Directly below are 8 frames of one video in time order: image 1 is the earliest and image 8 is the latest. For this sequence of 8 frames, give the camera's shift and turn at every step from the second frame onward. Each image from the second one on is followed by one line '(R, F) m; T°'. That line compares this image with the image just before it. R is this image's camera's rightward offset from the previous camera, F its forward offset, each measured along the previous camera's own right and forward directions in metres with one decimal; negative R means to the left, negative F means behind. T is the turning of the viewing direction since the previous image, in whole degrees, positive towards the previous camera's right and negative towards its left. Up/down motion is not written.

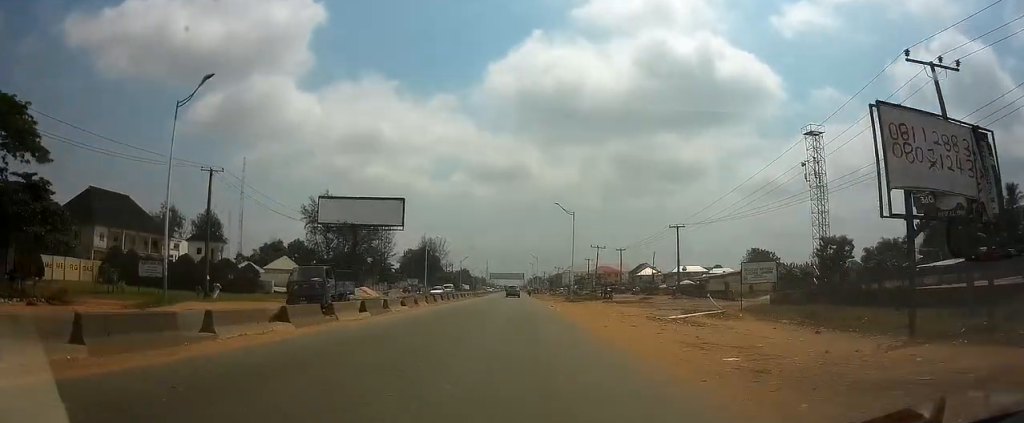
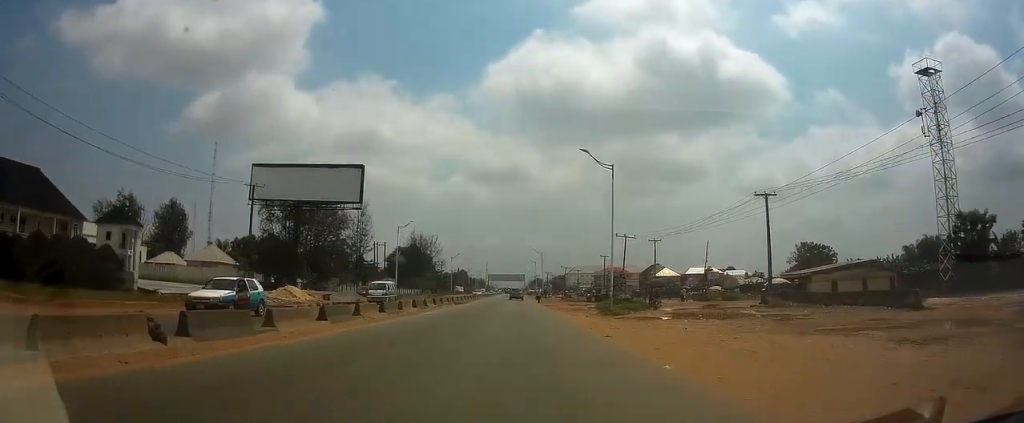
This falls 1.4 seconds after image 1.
(0.0, +25.9) m; 0°
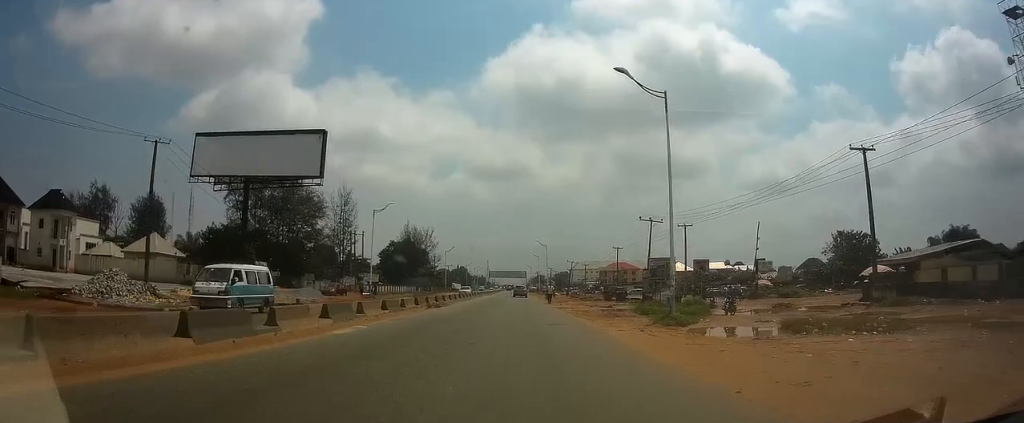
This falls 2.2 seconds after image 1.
(0.0, +14.7) m; 0°
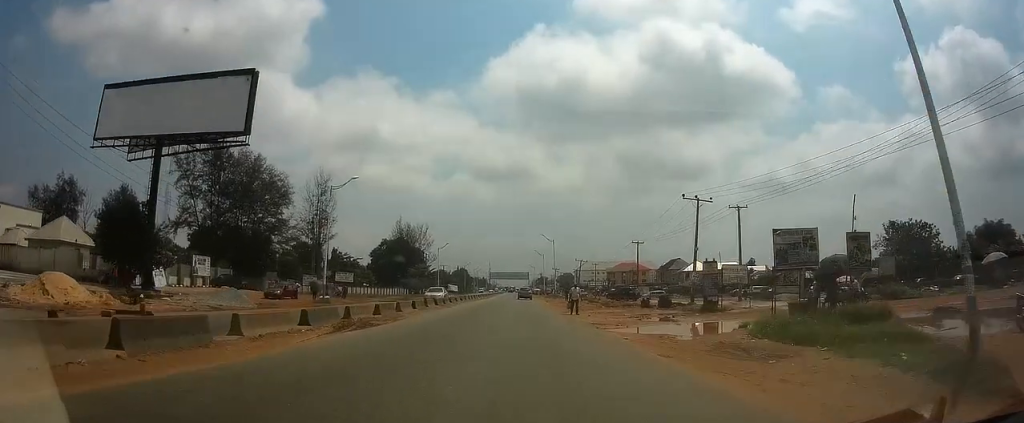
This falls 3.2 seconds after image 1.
(-0.1, +17.1) m; 0°
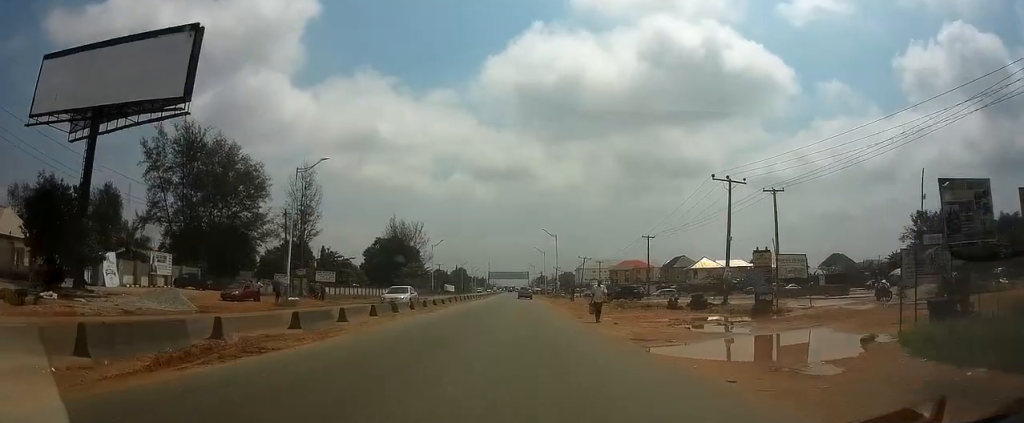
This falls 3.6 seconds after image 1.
(0.0, +8.2) m; 0°
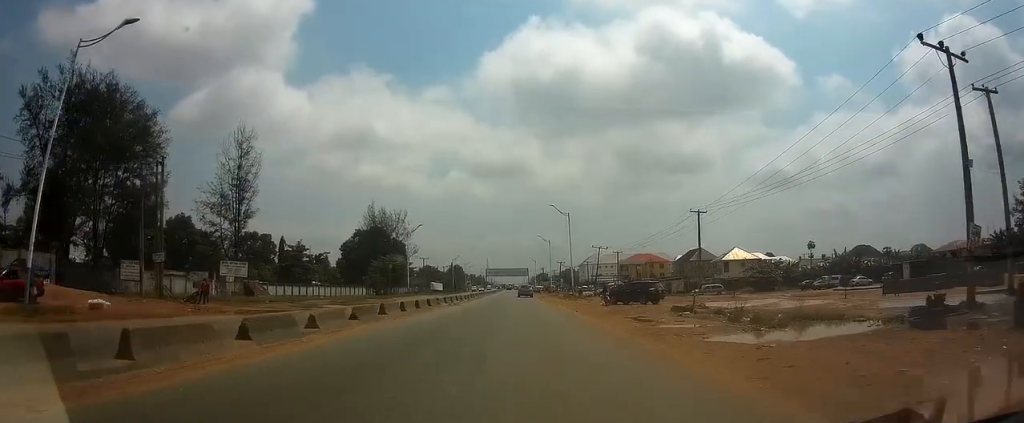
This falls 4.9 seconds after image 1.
(+0.1, +24.5) m; 0°
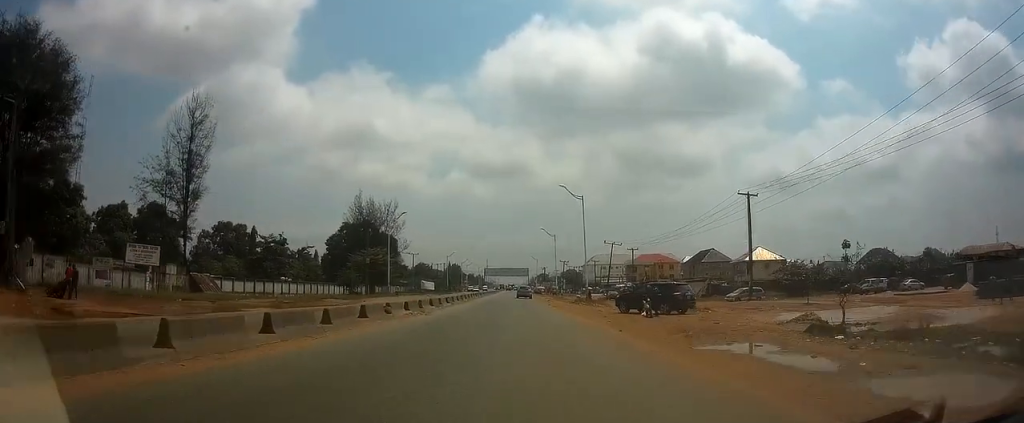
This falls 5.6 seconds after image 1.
(0.0, +13.4) m; 0°
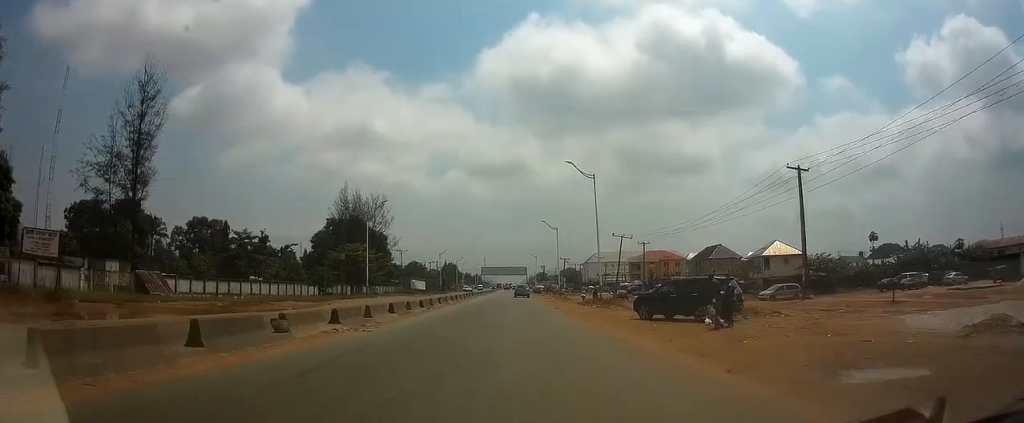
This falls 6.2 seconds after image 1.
(0.0, +10.4) m; 0°
